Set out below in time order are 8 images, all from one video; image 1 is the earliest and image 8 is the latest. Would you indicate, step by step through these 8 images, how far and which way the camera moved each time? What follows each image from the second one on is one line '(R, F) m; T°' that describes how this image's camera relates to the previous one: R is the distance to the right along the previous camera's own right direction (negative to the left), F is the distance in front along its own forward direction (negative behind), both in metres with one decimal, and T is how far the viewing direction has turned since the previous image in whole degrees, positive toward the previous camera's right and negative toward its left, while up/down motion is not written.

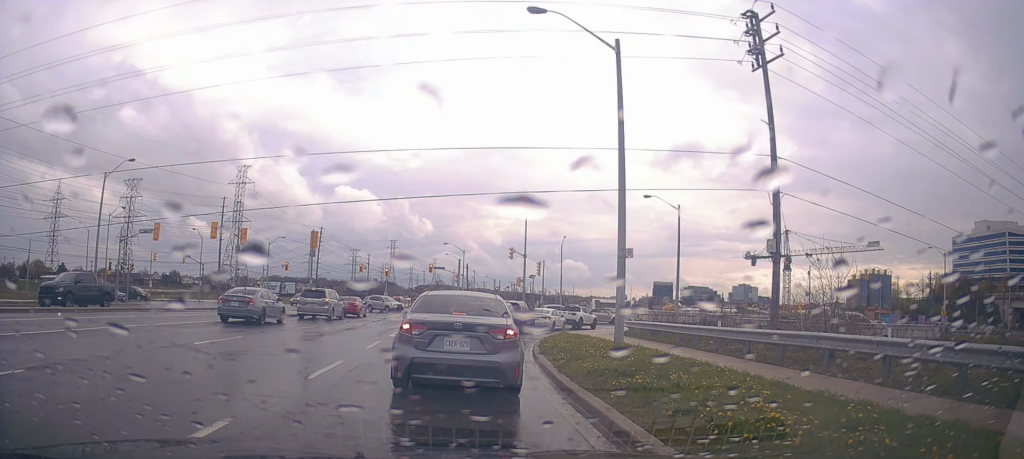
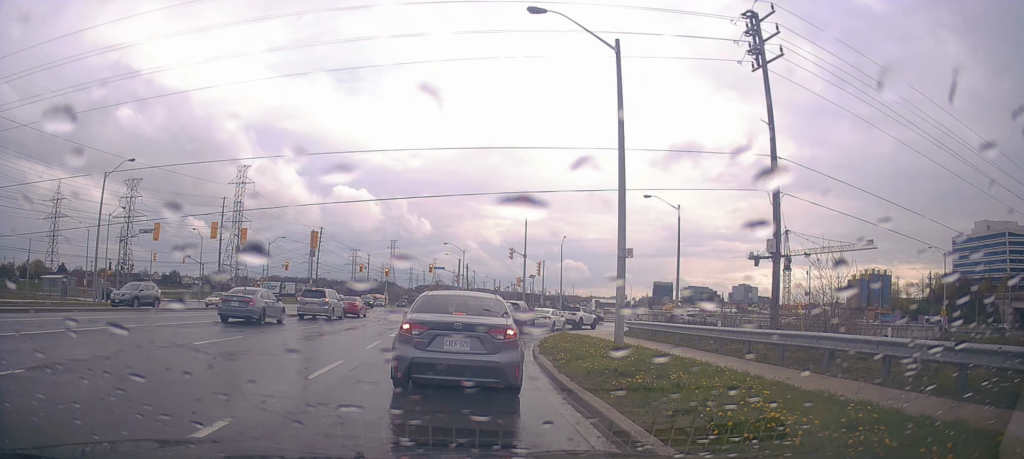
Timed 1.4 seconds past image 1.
(0.0, 0.0) m; 0°
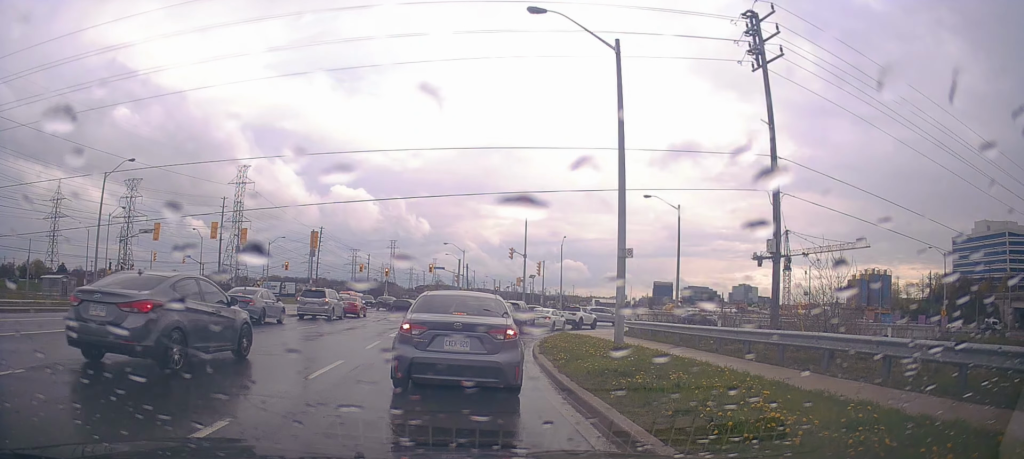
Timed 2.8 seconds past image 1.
(0.0, 0.0) m; 0°
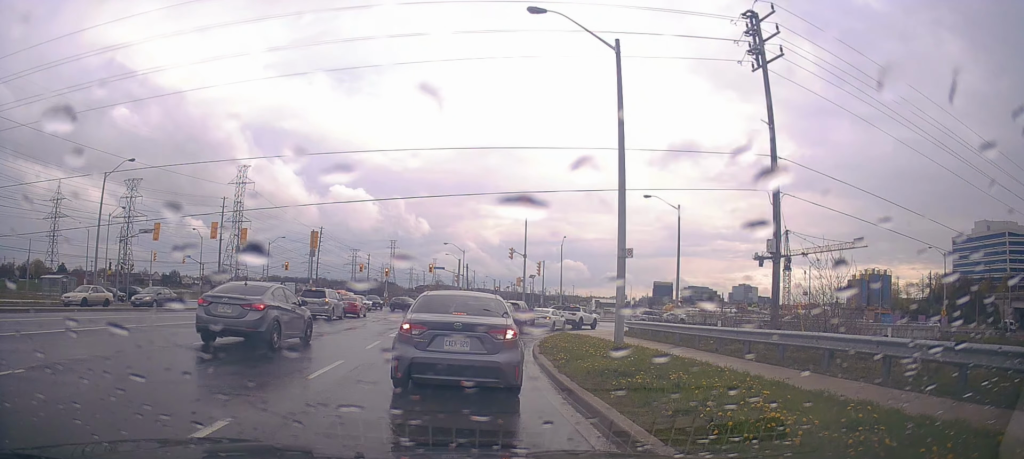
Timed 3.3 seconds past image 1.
(0.0, 0.0) m; 0°
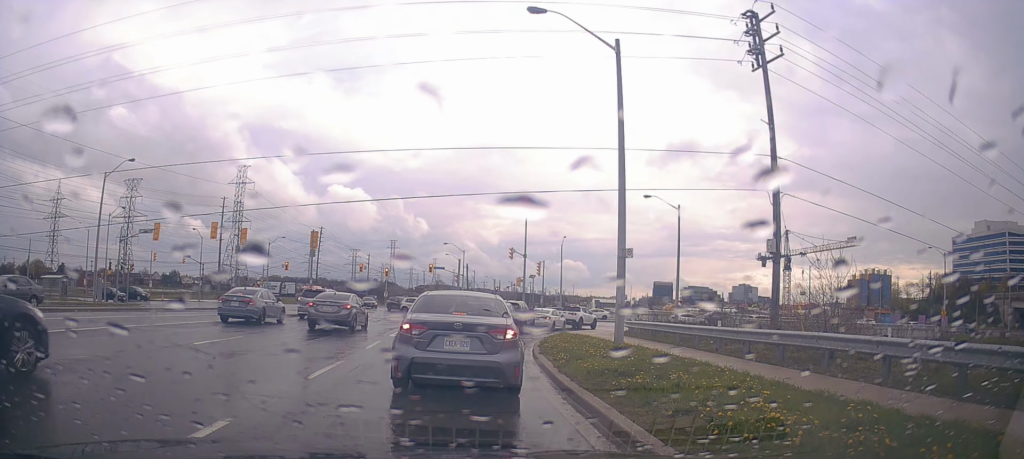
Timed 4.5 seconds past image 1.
(0.0, 0.0) m; 0°
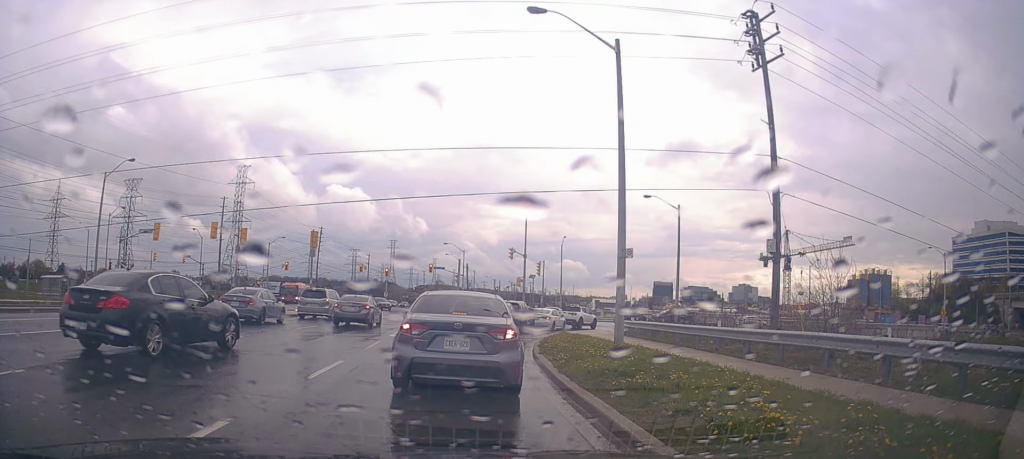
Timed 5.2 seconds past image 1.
(0.0, 0.0) m; 0°
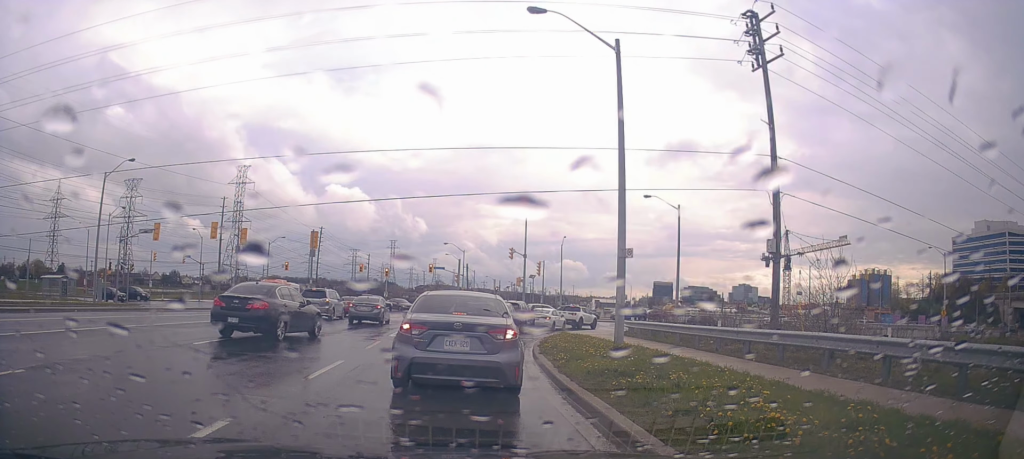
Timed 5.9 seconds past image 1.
(0.0, 0.0) m; 0°
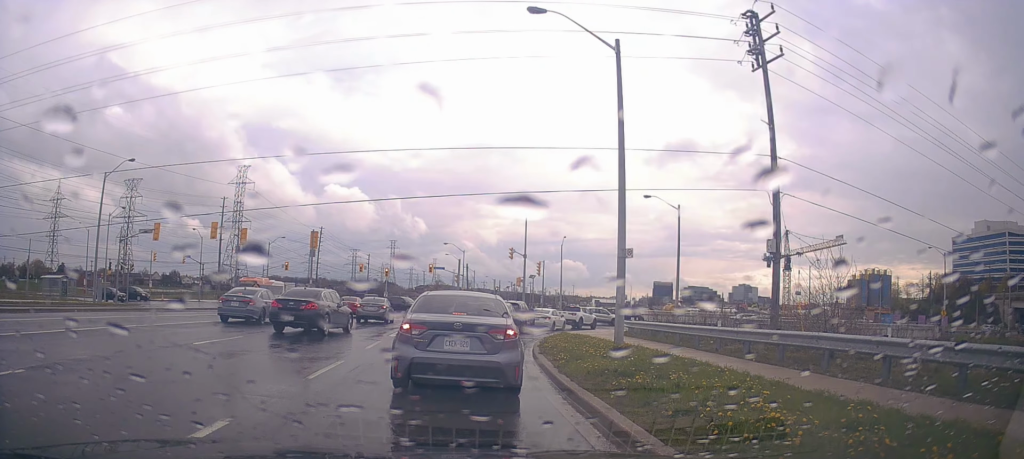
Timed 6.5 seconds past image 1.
(0.0, 0.0) m; 0°
